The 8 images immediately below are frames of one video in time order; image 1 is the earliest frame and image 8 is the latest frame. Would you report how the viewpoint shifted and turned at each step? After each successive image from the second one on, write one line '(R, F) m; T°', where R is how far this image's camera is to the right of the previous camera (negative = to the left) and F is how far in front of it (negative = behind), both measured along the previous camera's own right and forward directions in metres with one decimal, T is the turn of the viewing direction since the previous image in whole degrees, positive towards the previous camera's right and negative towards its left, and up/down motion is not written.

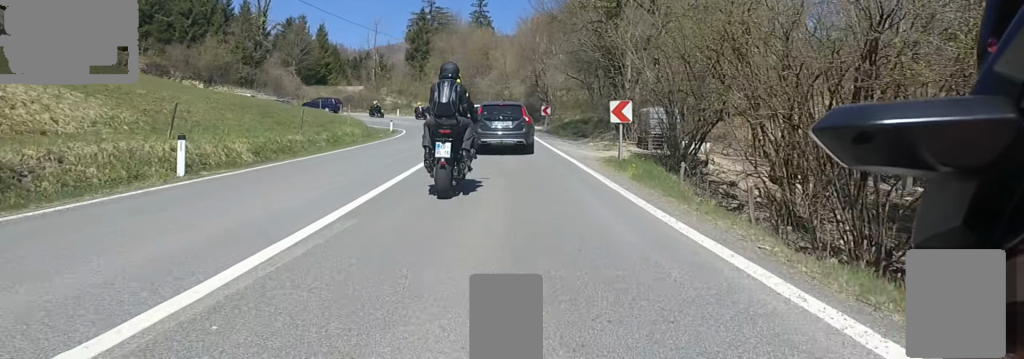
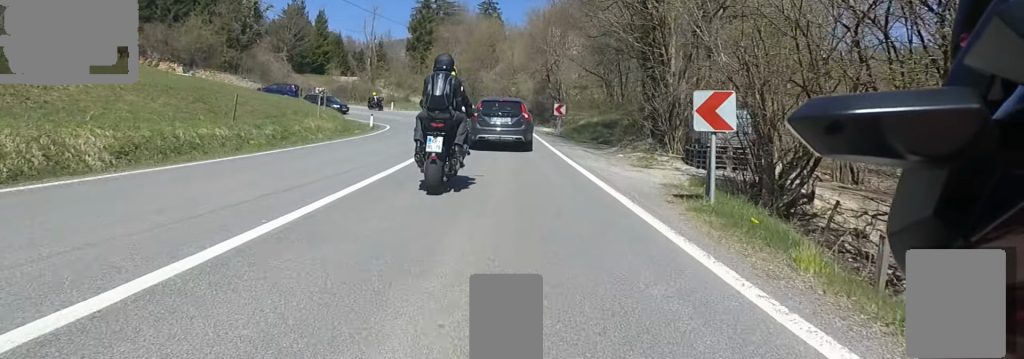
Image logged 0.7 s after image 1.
(-0.5, +6.0) m; 0°
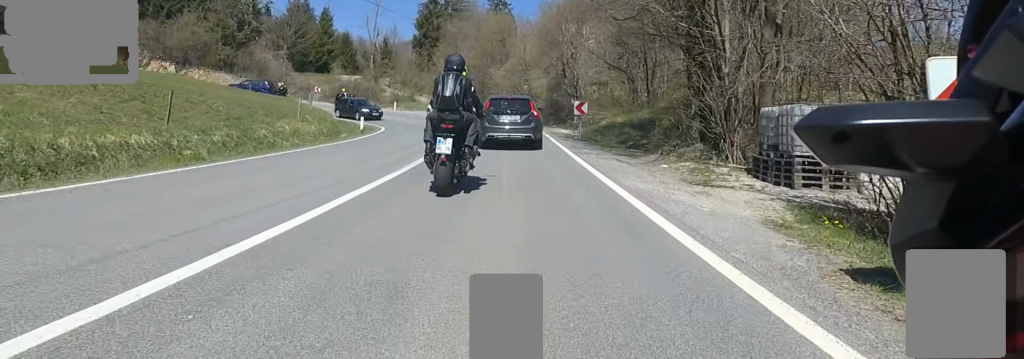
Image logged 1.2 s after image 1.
(+0.3, +4.0) m; 0°
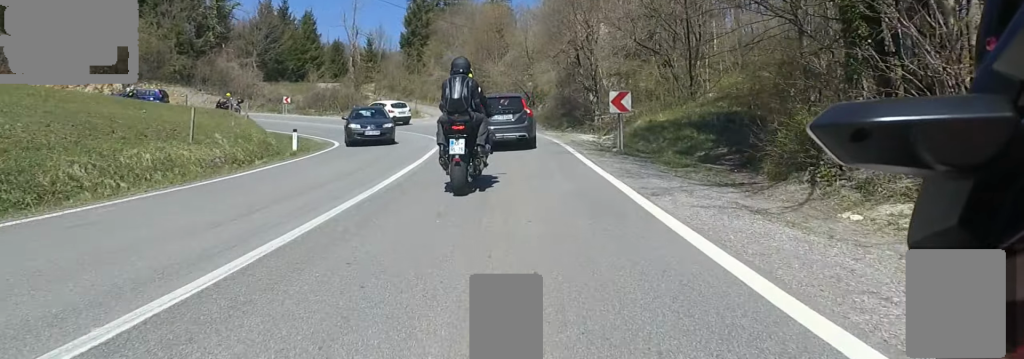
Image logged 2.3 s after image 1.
(0.0, +8.2) m; 0°
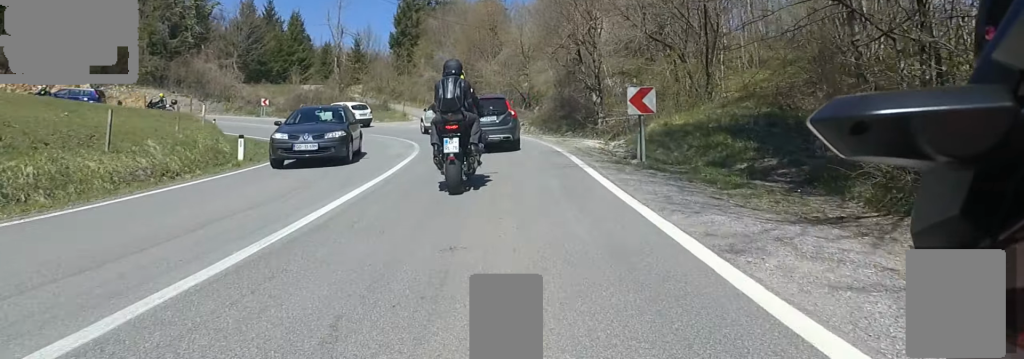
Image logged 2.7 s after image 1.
(-0.3, +3.1) m; 0°
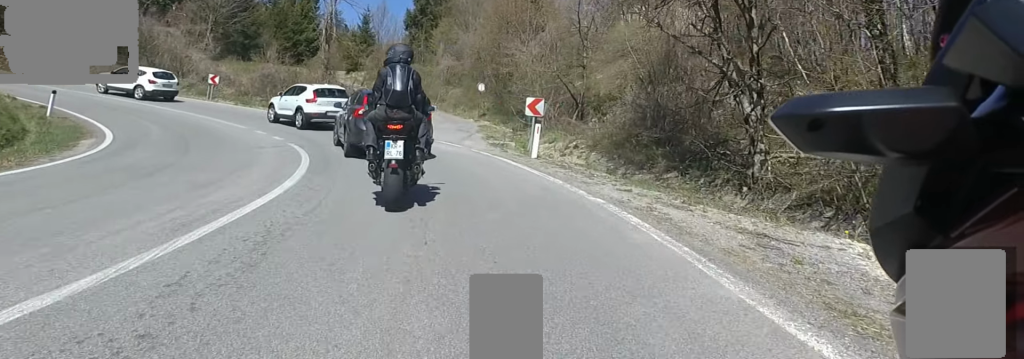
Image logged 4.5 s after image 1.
(-0.4, +12.9) m; -14°
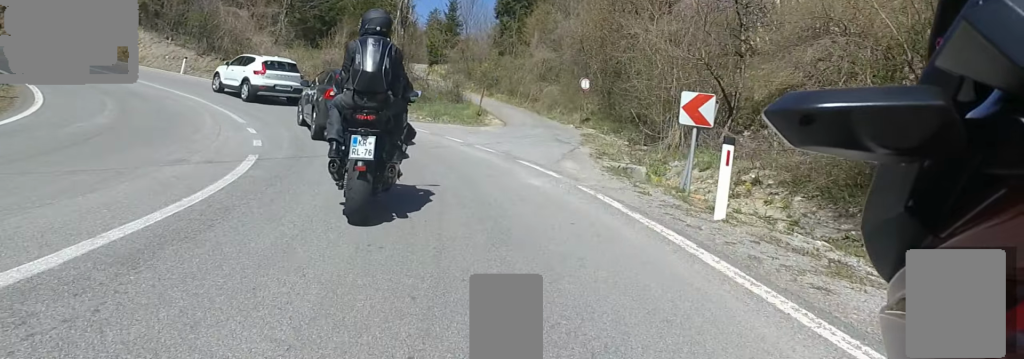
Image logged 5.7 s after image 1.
(-0.8, +6.9) m; -5°
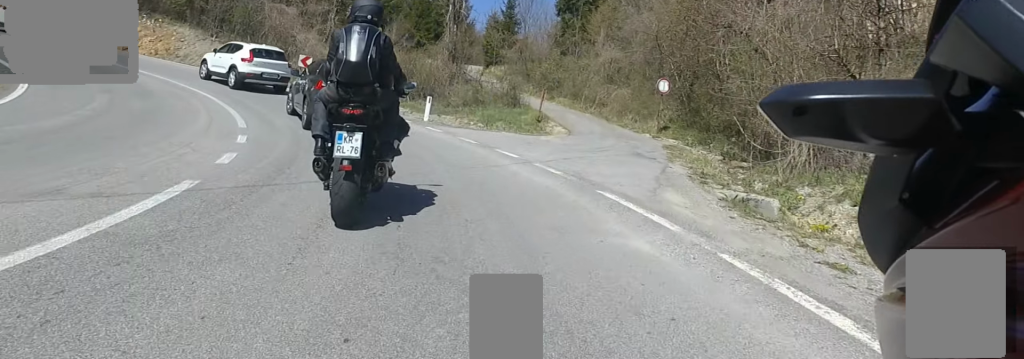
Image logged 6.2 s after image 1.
(+0.2, +3.2) m; -5°
